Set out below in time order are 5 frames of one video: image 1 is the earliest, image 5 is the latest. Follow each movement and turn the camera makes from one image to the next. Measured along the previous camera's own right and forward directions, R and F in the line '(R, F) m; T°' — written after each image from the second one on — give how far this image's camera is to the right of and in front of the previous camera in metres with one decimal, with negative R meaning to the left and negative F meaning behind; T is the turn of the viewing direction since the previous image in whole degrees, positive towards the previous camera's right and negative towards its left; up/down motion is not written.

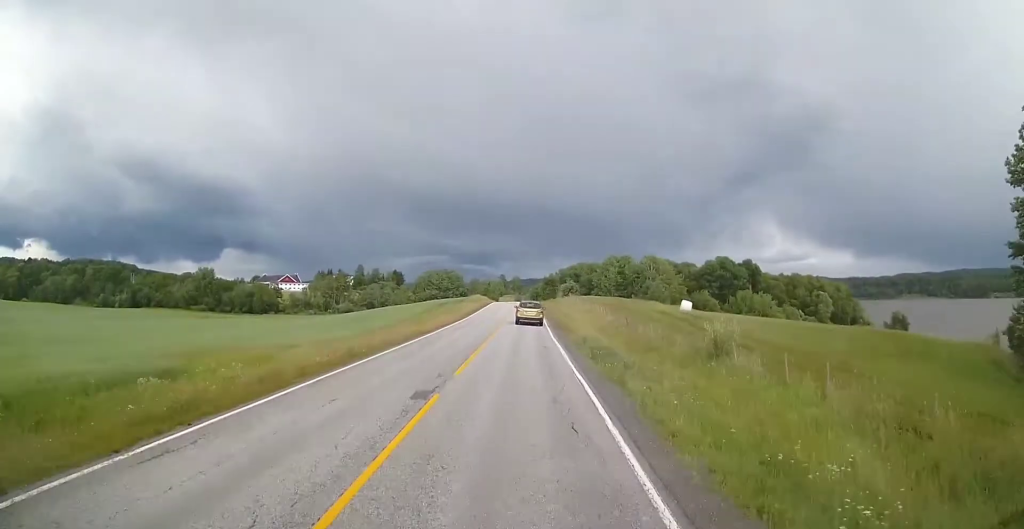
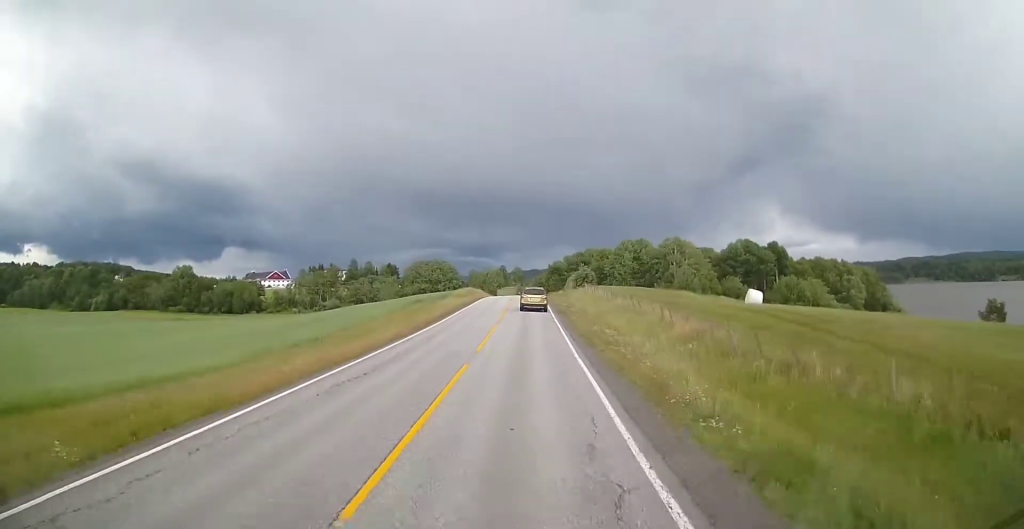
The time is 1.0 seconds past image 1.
(-0.2, +20.5) m; -1°
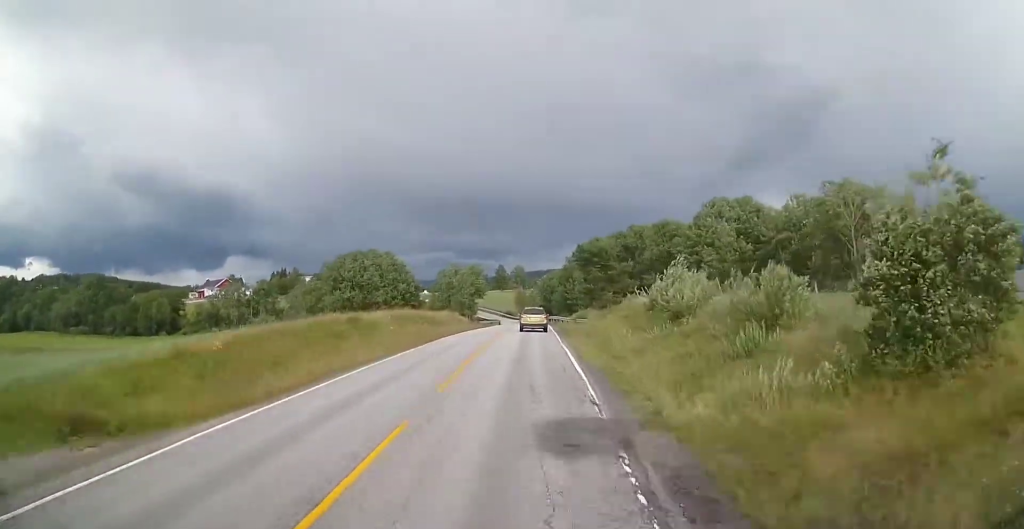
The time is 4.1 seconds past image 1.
(+0.9, +65.2) m; +1°
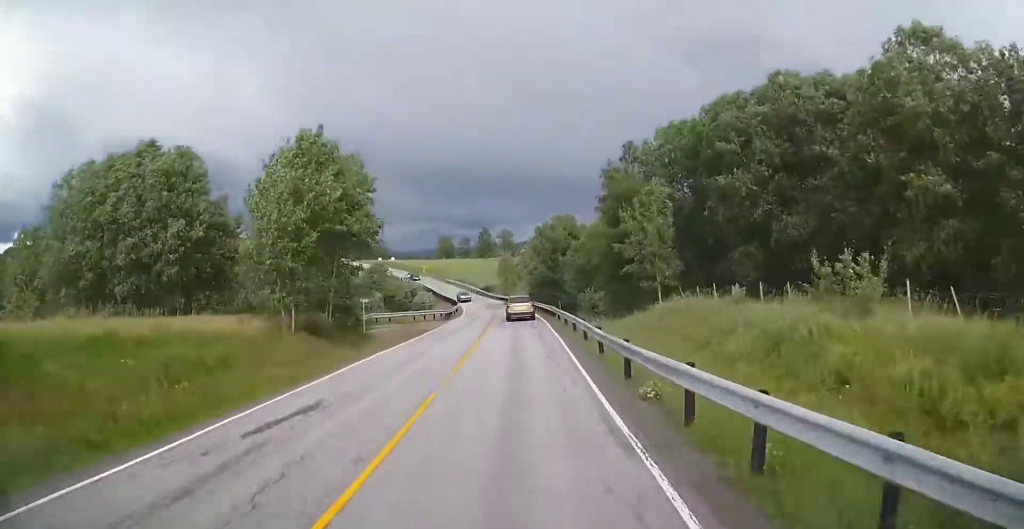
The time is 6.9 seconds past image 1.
(-1.5, +57.1) m; -3°
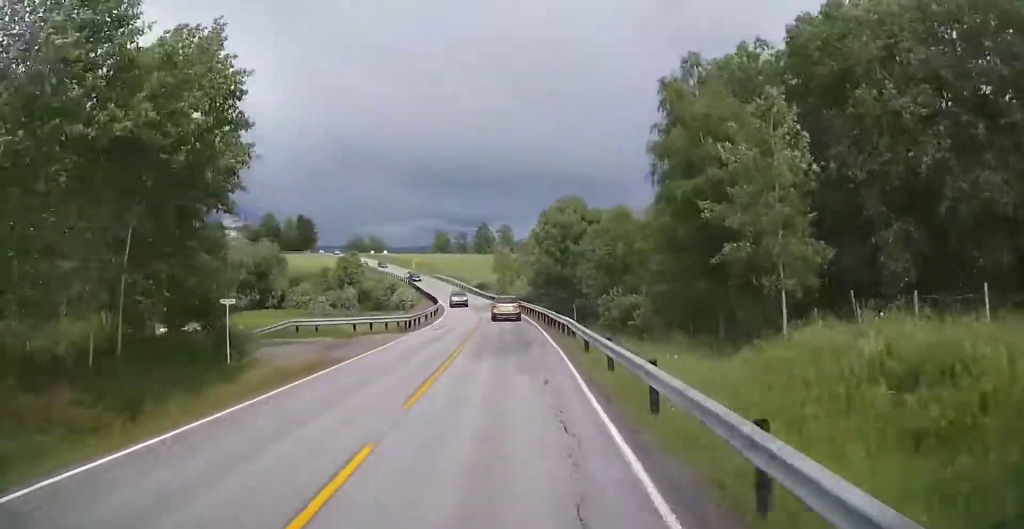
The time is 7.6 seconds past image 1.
(-0.3, +14.8) m; -1°
